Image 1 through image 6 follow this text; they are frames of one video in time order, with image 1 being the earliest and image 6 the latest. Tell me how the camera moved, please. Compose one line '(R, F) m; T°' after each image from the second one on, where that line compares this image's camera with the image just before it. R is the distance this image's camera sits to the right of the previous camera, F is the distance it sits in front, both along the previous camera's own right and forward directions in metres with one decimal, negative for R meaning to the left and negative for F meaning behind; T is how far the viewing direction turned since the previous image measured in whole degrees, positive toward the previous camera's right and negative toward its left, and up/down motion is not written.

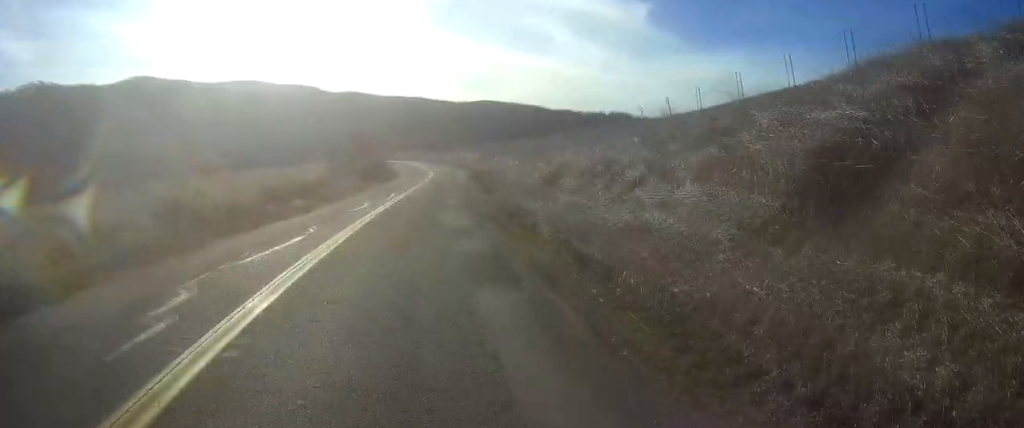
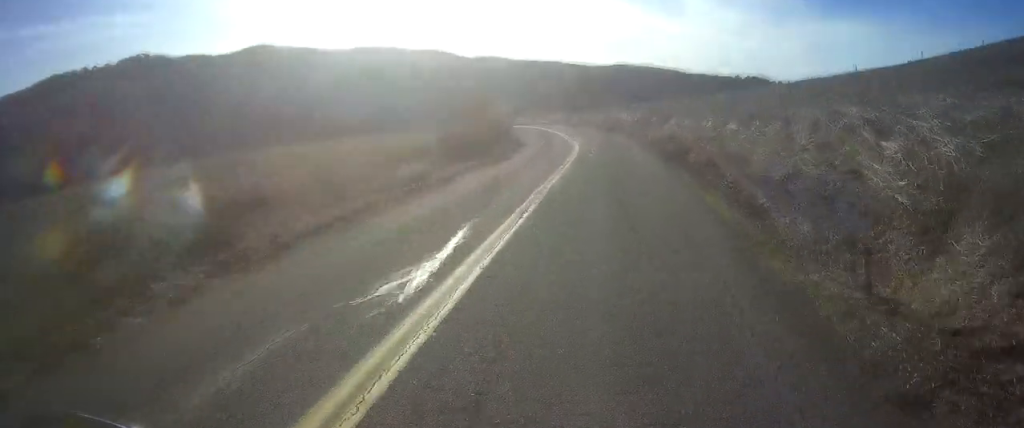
(+0.3, +24.5) m; +1°
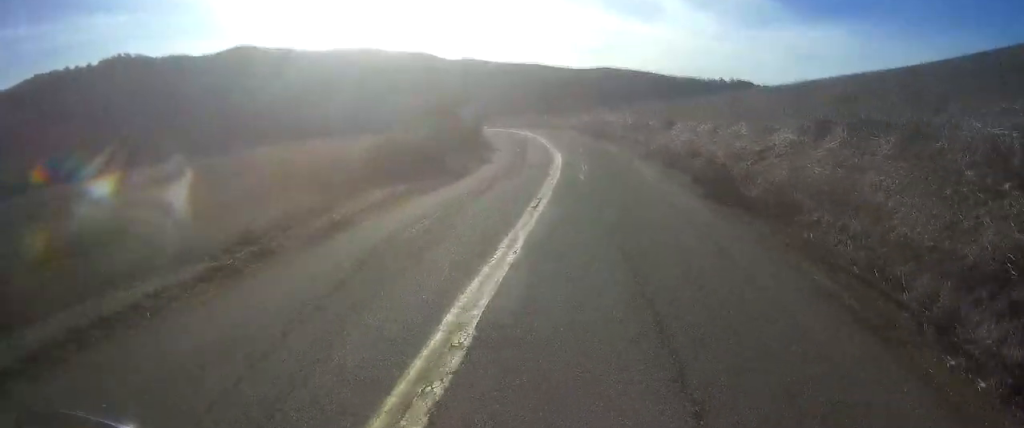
(+0.1, +9.5) m; 0°
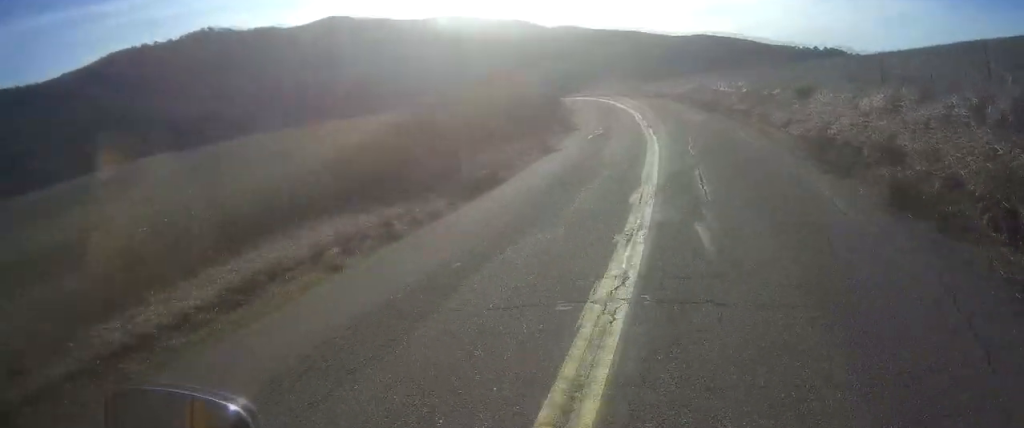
(0.0, +11.1) m; 0°
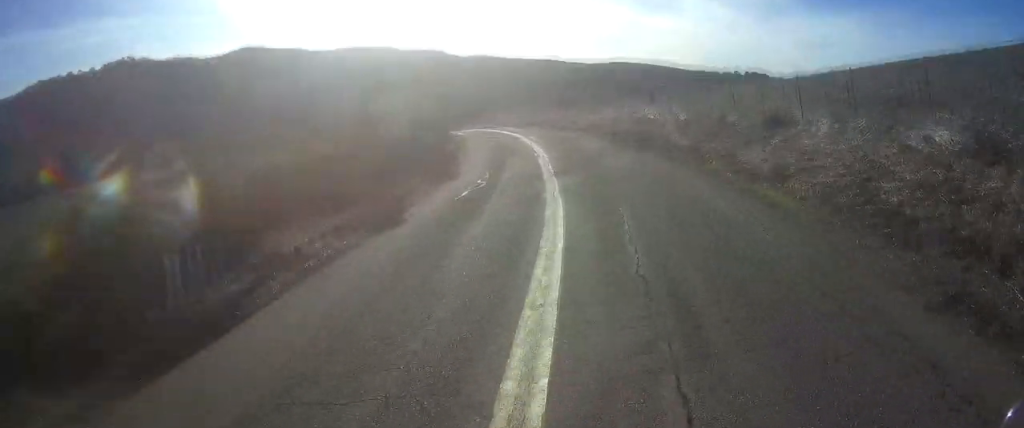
(-0.1, +8.3) m; +1°
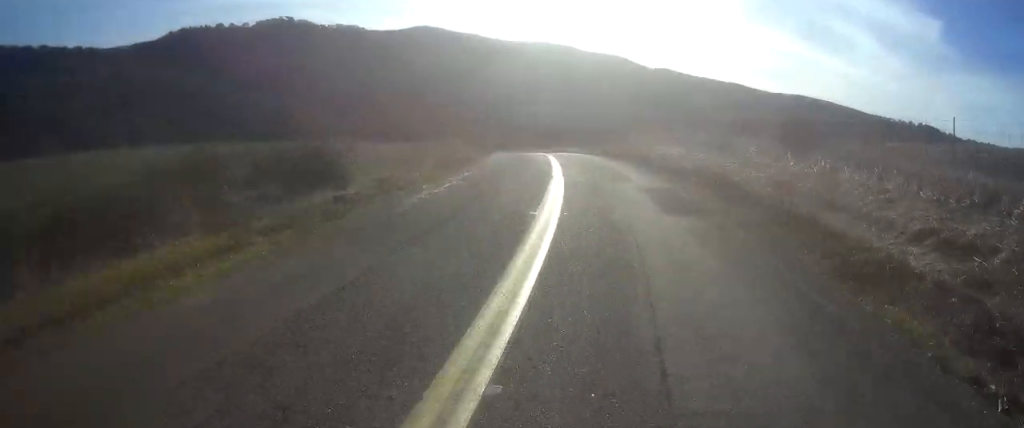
(-1.0, +43.7) m; -8°
